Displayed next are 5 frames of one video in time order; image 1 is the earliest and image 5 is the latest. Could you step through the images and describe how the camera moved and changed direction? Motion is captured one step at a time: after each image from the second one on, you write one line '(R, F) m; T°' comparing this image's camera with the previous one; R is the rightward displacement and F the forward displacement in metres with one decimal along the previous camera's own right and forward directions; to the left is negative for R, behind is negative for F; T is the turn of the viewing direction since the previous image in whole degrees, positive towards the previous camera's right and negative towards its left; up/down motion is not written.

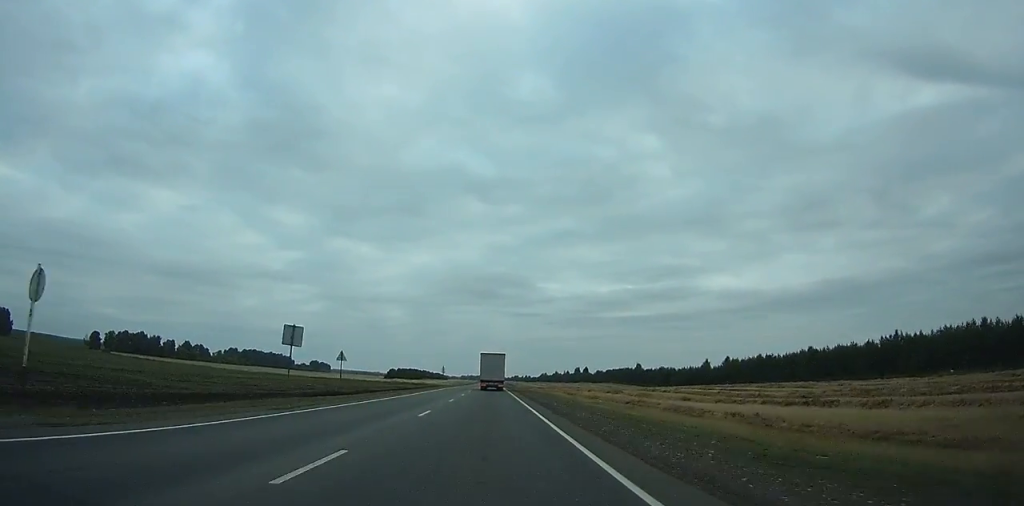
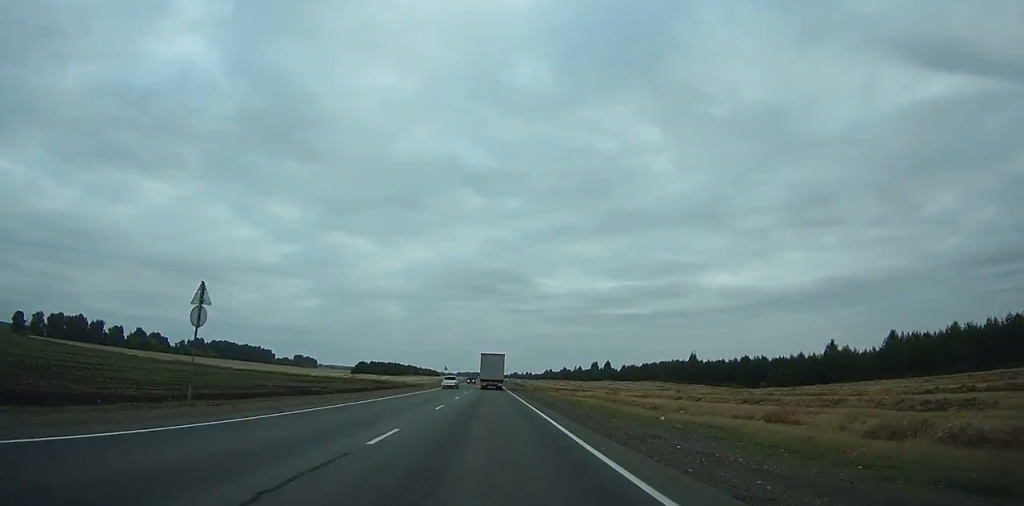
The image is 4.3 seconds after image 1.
(0.0, +92.1) m; 0°
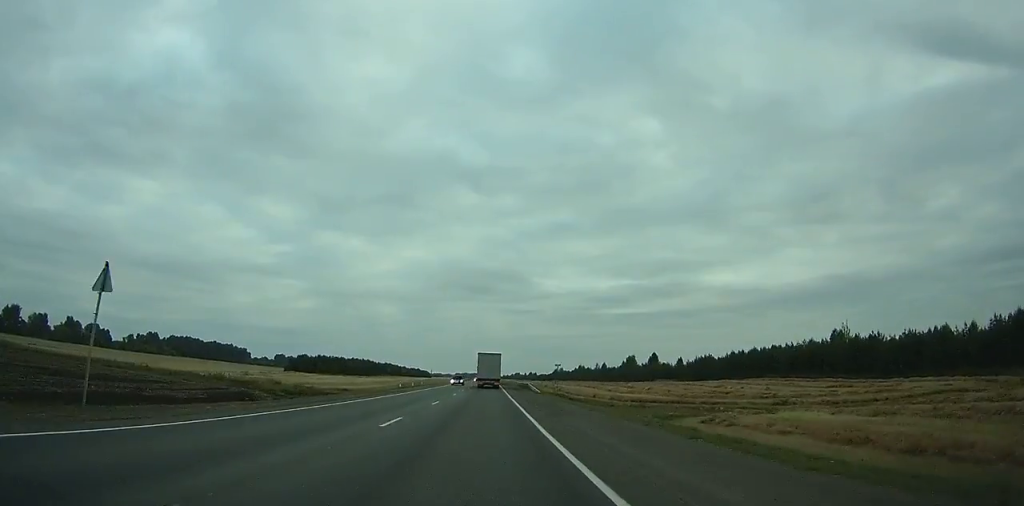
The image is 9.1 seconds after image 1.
(-0.2, +104.1) m; 0°
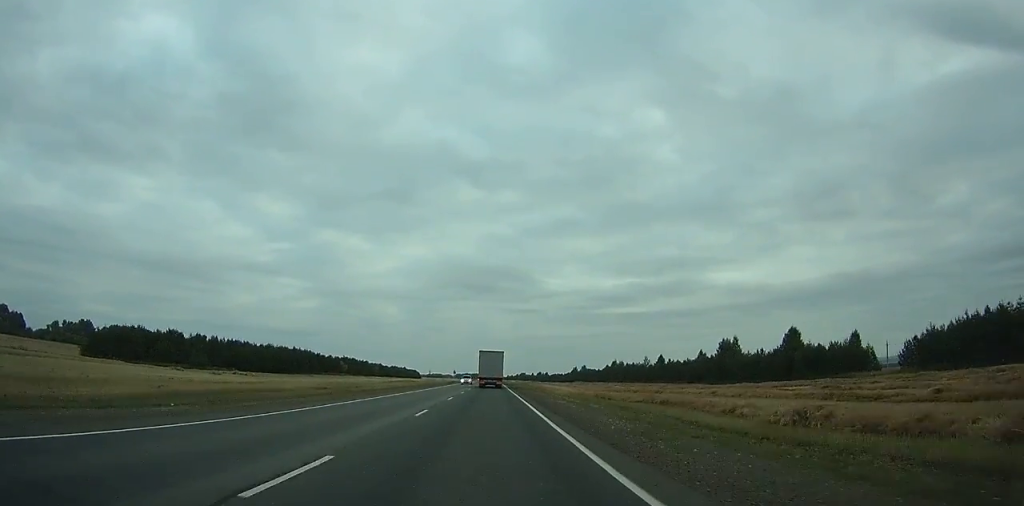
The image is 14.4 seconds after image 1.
(+0.3, +117.3) m; 0°
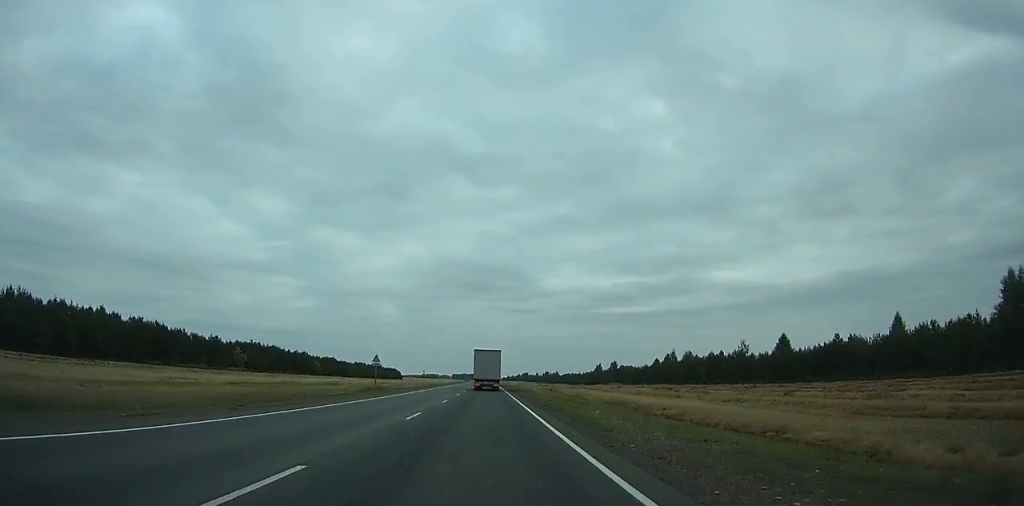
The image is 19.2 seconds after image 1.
(-0.3, +108.2) m; 0°
